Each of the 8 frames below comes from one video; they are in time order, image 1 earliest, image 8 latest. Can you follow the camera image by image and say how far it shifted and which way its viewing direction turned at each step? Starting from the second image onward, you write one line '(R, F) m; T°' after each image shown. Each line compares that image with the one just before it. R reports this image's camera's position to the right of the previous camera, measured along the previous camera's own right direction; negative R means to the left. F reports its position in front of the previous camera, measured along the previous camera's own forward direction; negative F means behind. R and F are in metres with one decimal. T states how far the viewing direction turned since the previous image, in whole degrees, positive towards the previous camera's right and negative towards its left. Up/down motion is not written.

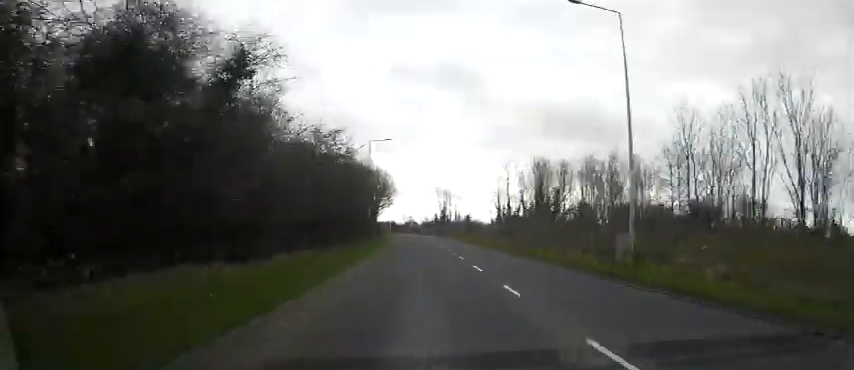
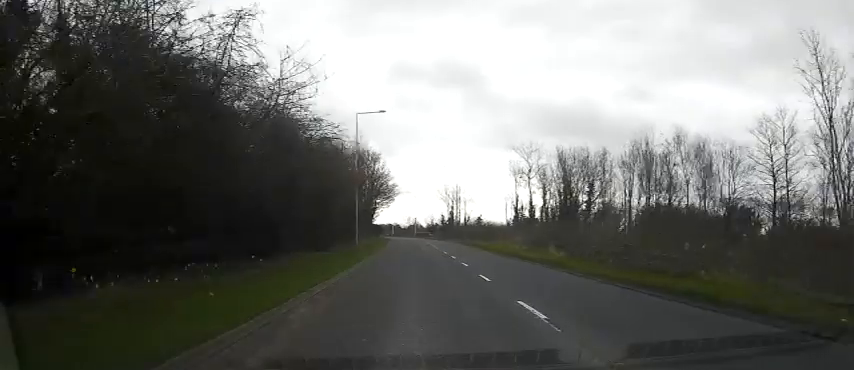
(0.0, +13.9) m; -1°
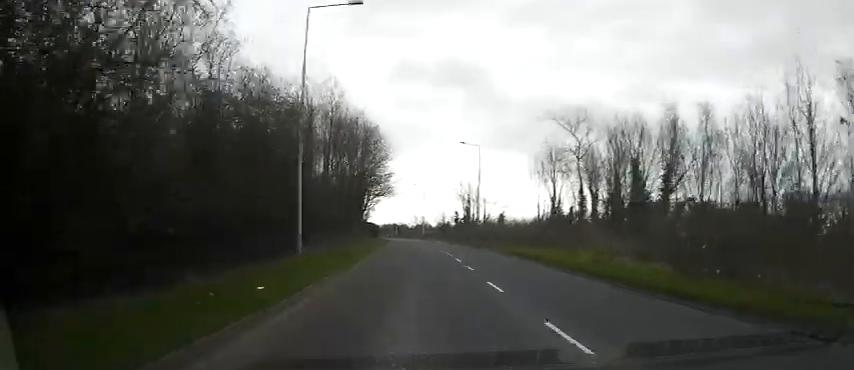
(-0.4, +19.5) m; -1°
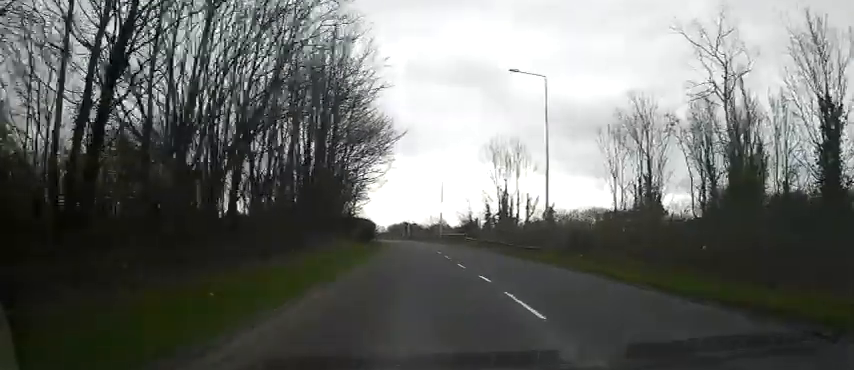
(-0.1, +24.6) m; -1°
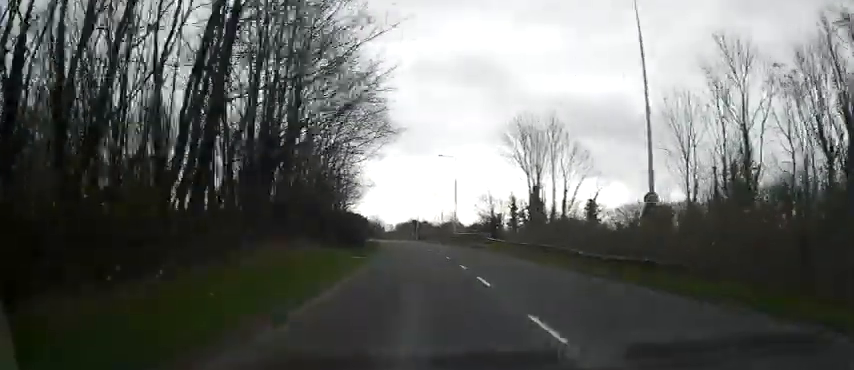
(-0.2, +12.5) m; -1°
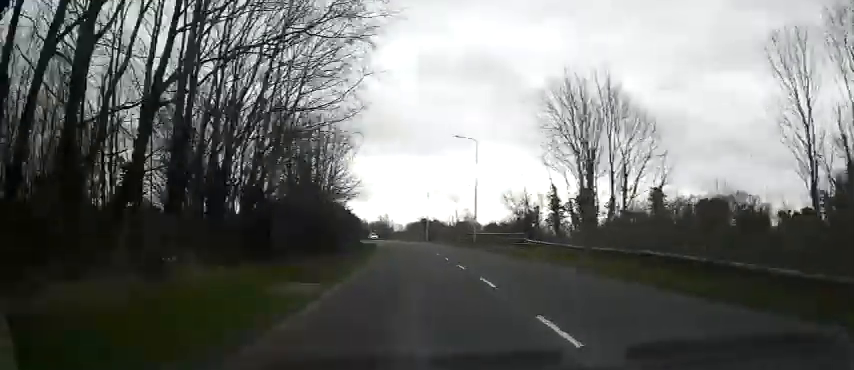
(-0.1, +13.1) m; -1°
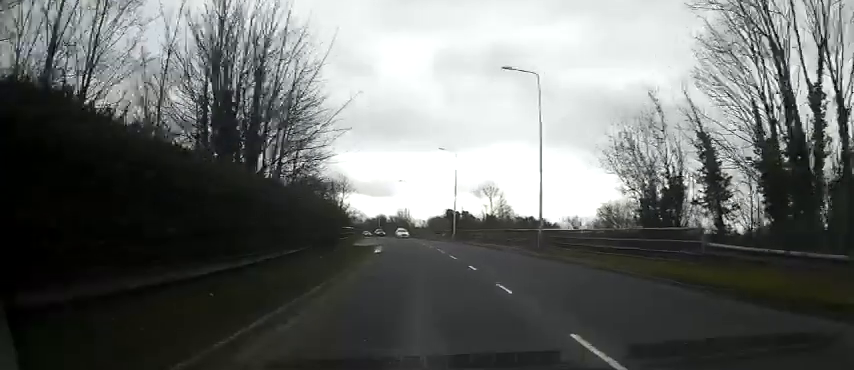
(-0.3, +19.8) m; -2°
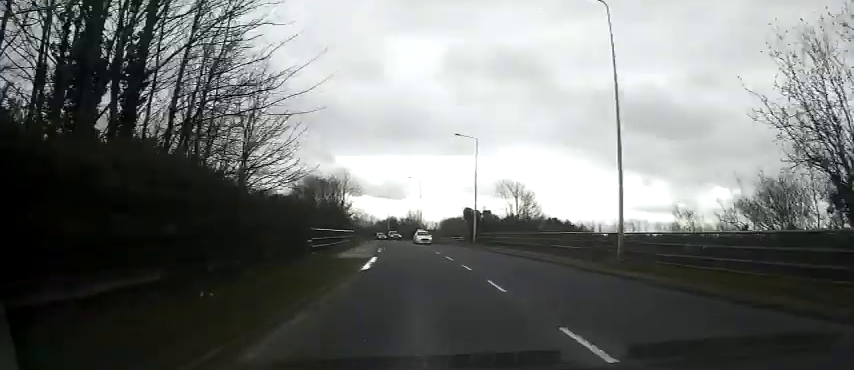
(-0.1, +10.9) m; -2°
